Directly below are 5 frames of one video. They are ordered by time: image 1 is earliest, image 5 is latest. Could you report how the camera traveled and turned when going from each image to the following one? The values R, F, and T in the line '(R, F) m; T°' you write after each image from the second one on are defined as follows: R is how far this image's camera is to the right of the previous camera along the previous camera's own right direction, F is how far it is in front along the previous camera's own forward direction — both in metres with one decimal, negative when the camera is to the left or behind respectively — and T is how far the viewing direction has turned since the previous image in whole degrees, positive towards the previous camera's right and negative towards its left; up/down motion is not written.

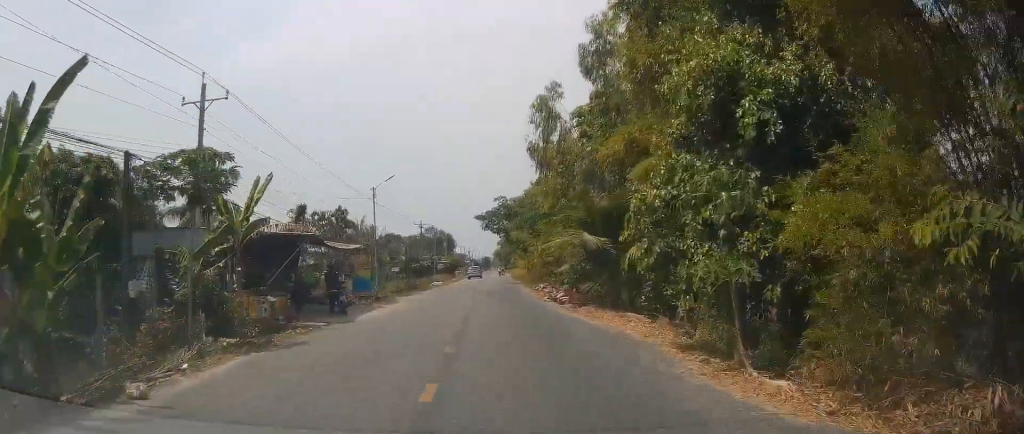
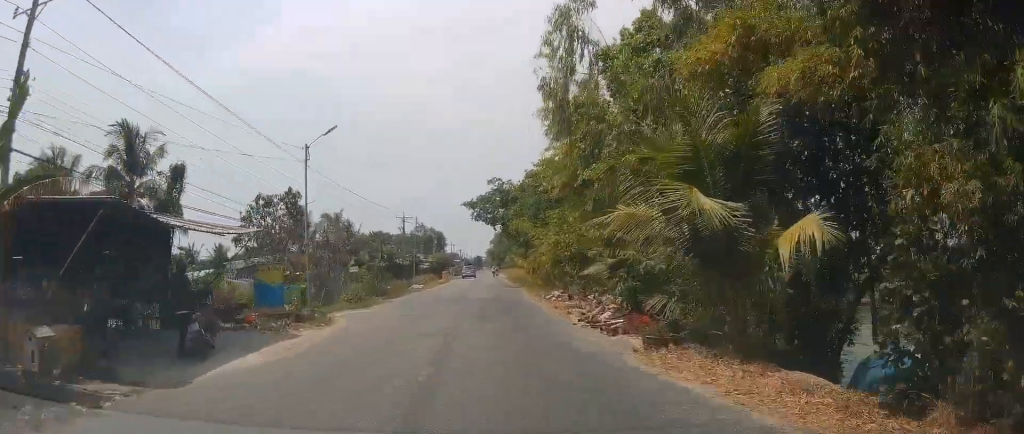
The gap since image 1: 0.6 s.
(-0.1, +10.6) m; 0°
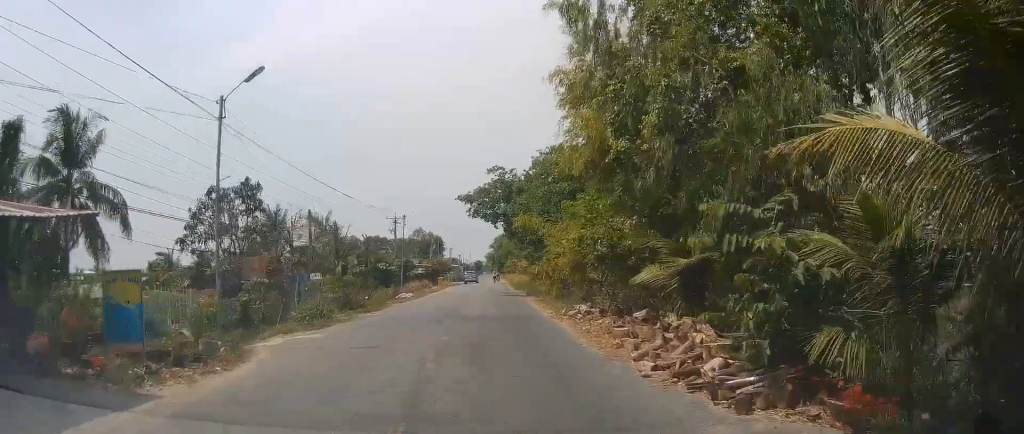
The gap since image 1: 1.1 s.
(-0.2, +7.5) m; 0°
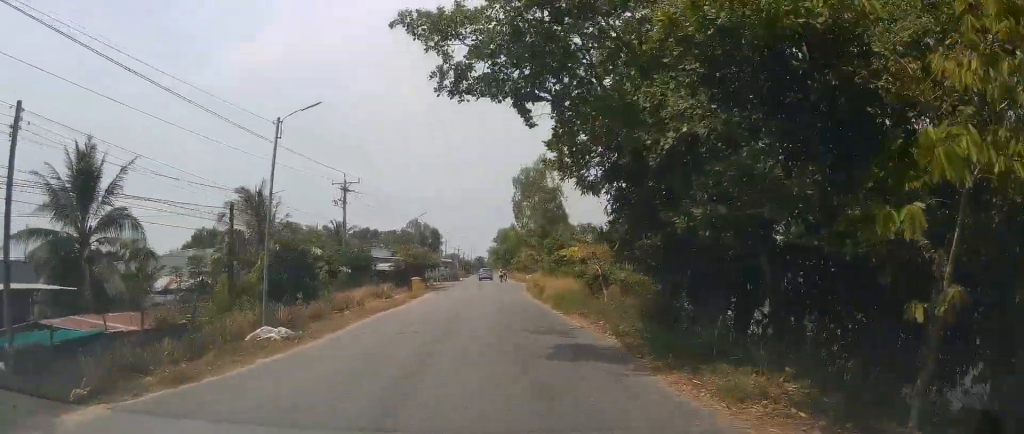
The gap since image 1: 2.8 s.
(+0.5, +27.6) m; +1°
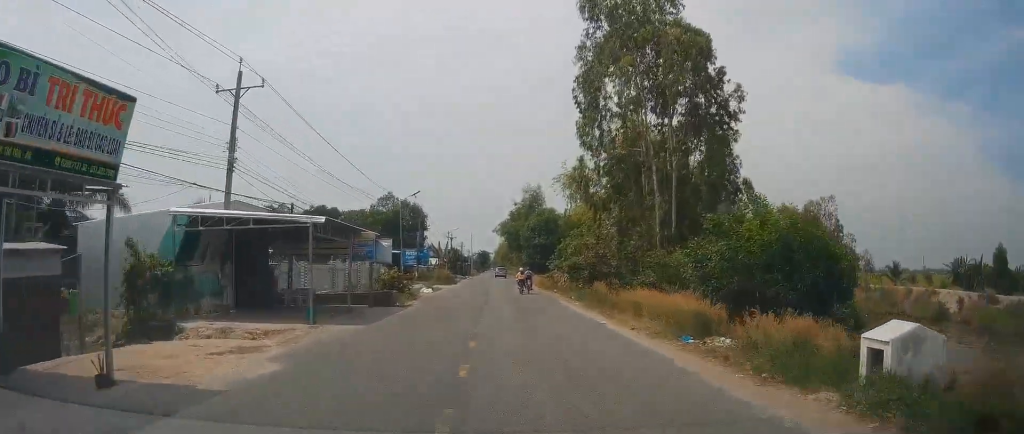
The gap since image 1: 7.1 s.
(+1.6, +68.5) m; +2°
